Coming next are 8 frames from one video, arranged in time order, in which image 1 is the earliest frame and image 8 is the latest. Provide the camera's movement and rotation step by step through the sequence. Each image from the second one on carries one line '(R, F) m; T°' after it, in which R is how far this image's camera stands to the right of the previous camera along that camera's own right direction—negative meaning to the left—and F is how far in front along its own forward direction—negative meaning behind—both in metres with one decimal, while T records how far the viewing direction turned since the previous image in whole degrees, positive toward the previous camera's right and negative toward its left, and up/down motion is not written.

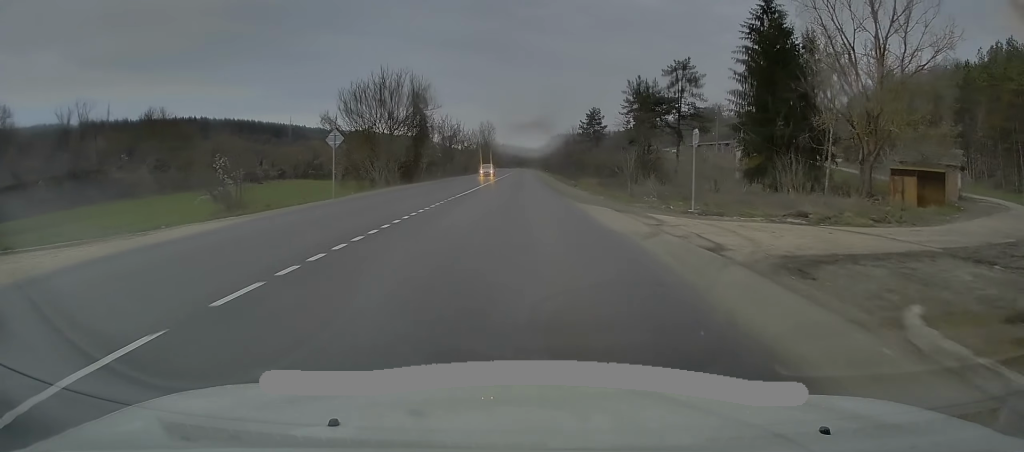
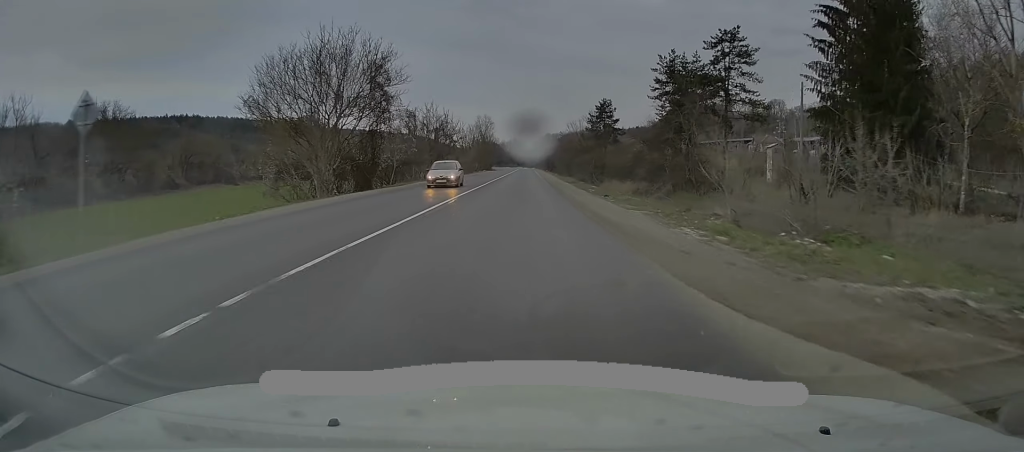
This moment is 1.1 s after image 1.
(-0.2, +17.9) m; 0°
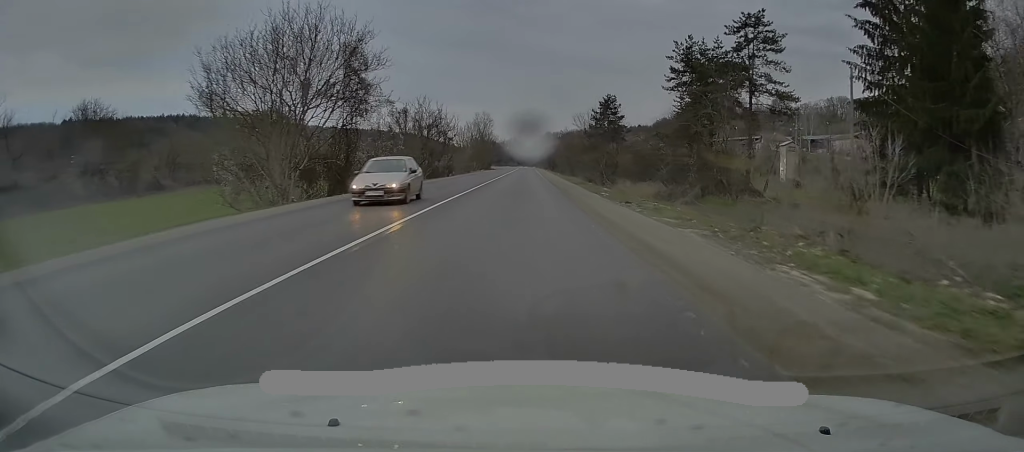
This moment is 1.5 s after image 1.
(0.0, +6.6) m; 0°
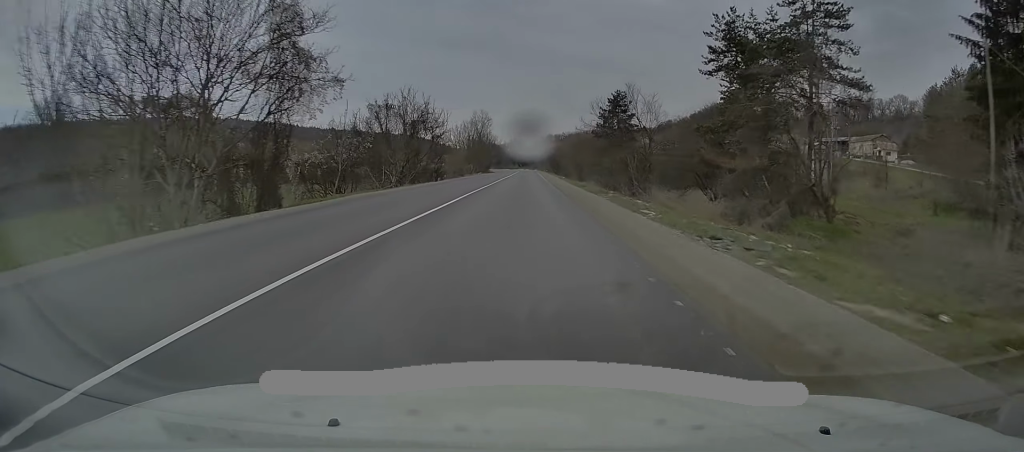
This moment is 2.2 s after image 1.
(0.0, +11.7) m; 0°
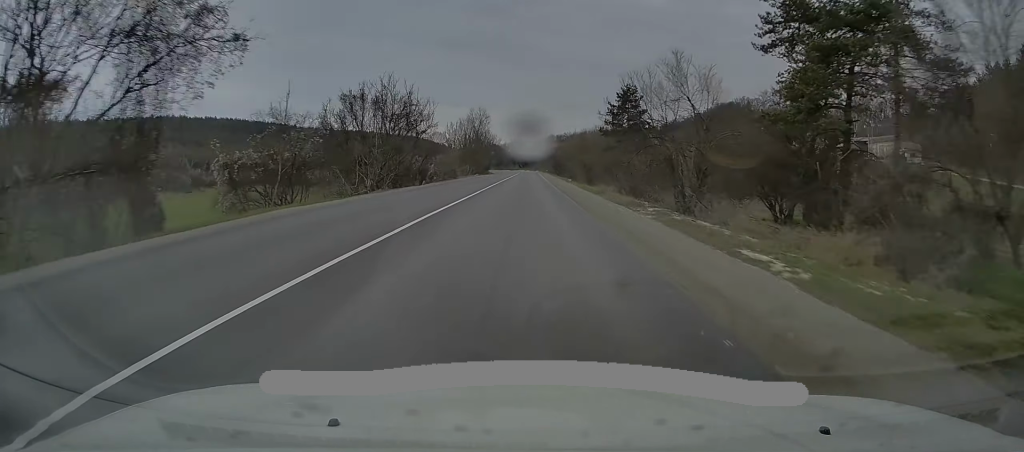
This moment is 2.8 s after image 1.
(+0.1, +10.6) m; 0°
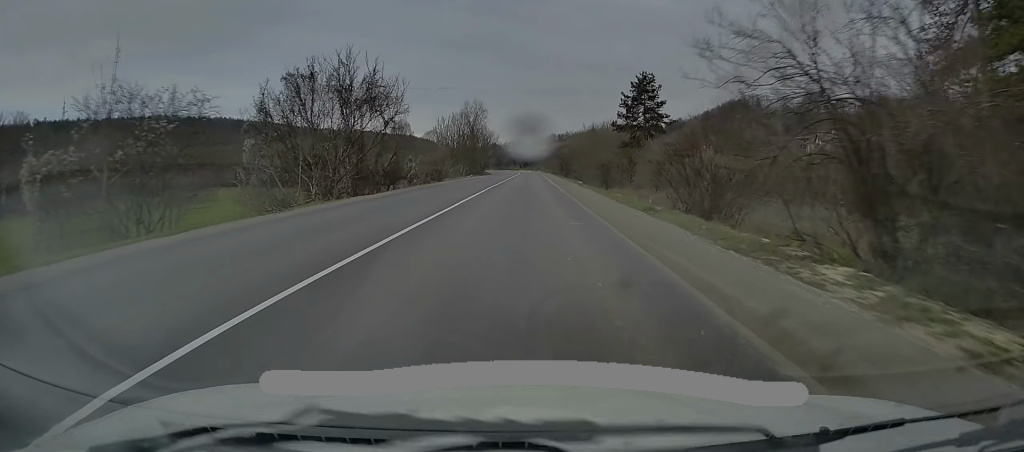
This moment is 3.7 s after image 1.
(-0.1, +14.2) m; 0°
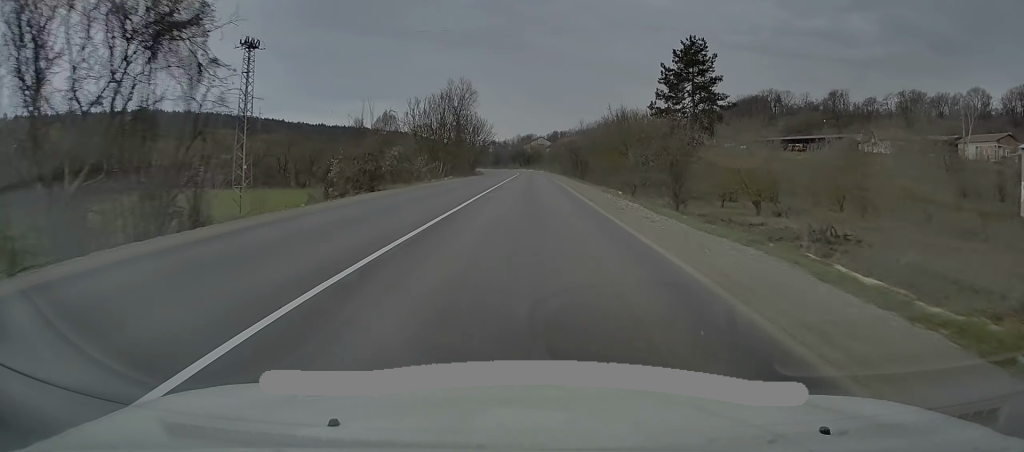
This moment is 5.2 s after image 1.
(-0.1, +27.4) m; 0°
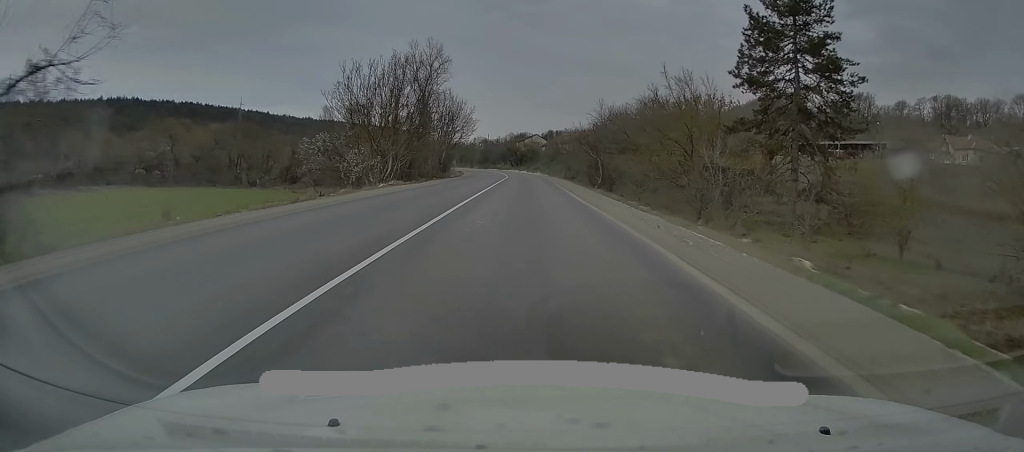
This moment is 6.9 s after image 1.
(+0.2, +28.6) m; 0°
